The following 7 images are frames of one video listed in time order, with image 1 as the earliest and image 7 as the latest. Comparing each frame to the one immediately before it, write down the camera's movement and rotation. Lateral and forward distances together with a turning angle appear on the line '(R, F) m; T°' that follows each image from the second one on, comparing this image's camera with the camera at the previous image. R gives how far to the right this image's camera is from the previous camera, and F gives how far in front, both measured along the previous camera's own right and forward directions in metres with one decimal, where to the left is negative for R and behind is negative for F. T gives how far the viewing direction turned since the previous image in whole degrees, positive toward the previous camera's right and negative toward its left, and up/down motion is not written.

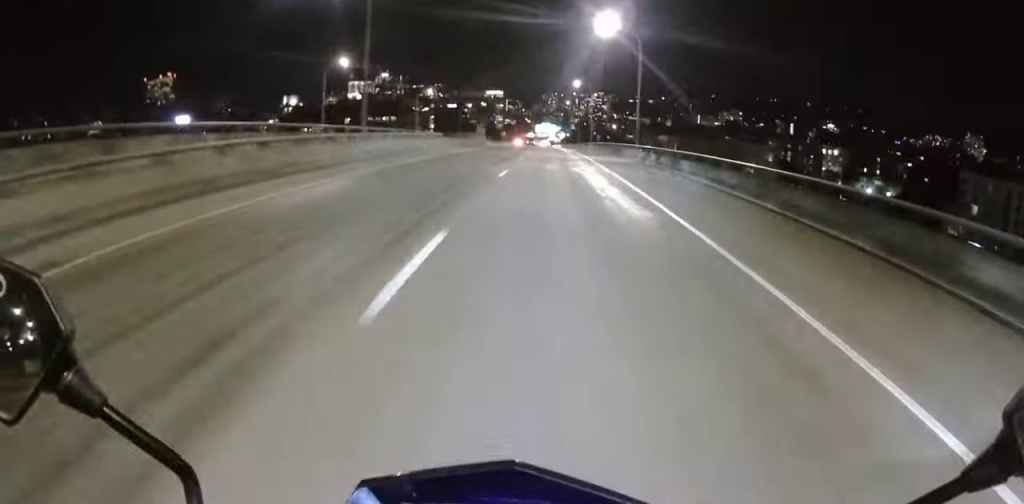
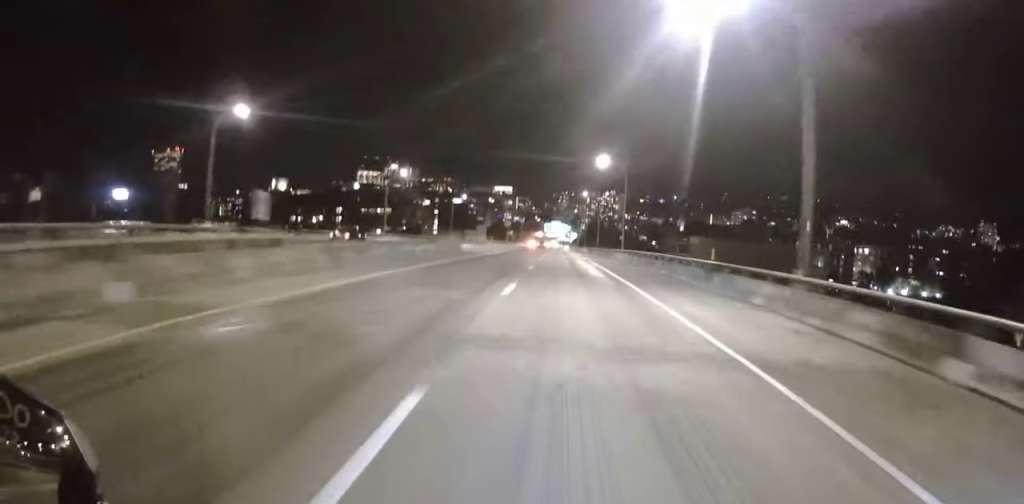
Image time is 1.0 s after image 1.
(+0.7, +27.4) m; +2°
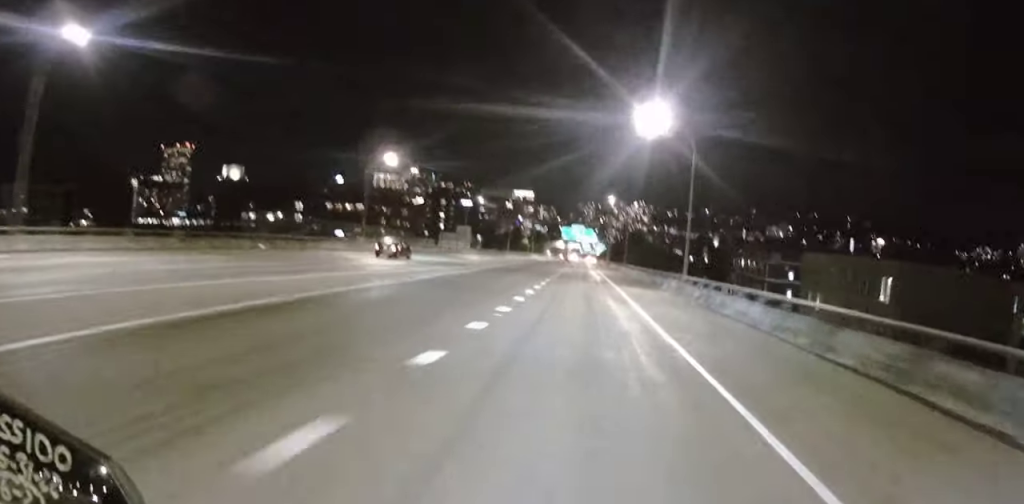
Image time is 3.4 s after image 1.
(+0.4, +63.4) m; +2°
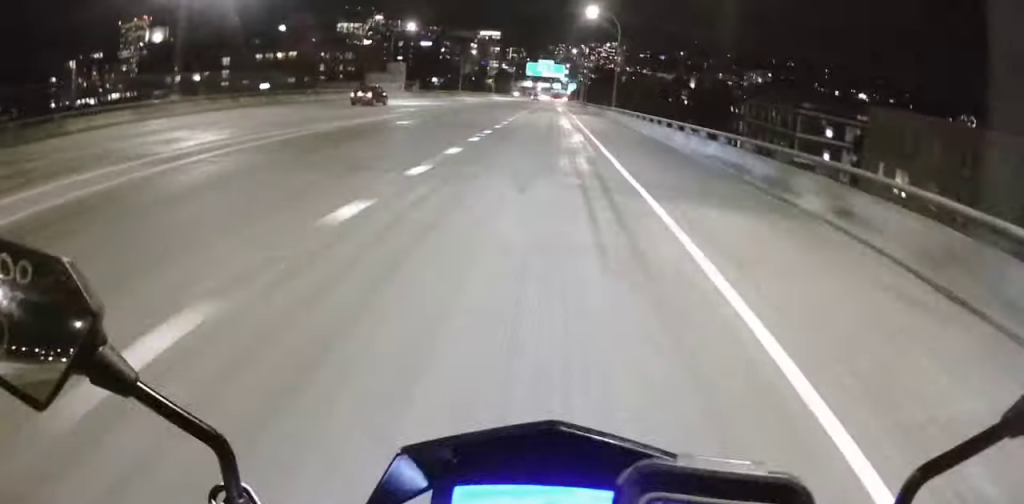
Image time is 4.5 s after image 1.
(+0.6, +27.1) m; +1°
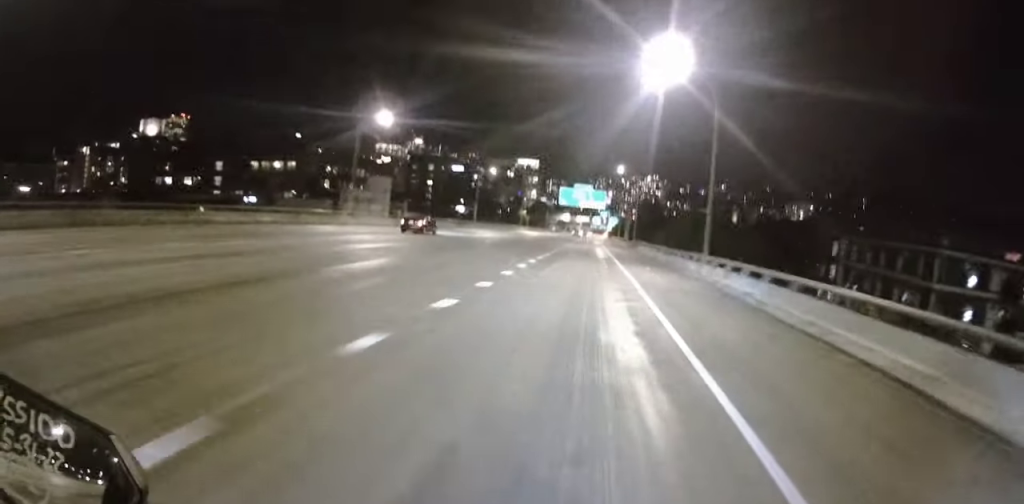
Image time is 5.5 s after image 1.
(-0.3, +26.2) m; -1°
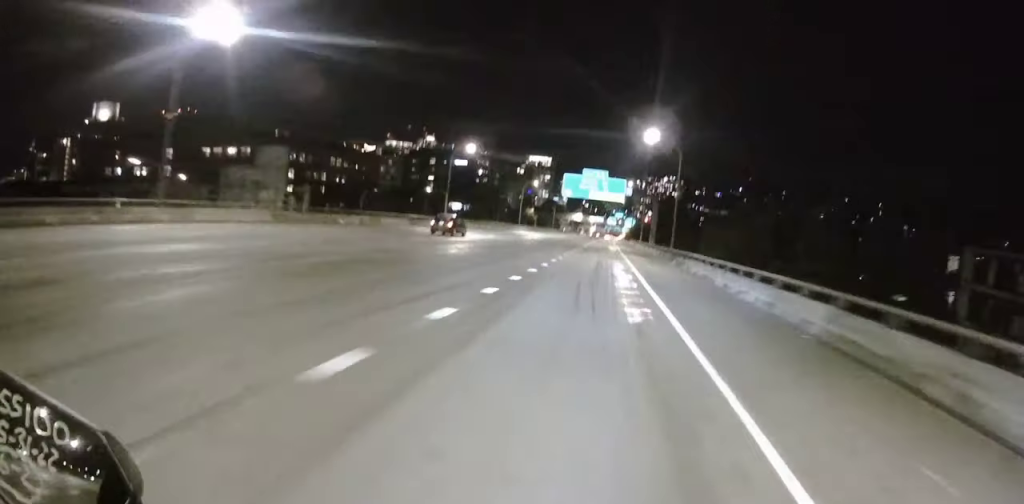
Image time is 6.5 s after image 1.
(0.0, +27.9) m; 0°
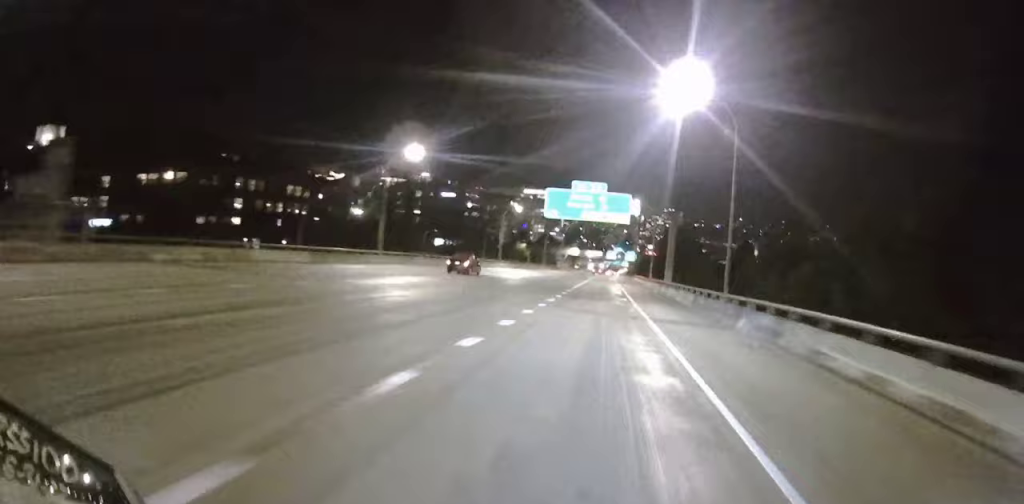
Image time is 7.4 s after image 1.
(+0.1, +22.5) m; 0°
